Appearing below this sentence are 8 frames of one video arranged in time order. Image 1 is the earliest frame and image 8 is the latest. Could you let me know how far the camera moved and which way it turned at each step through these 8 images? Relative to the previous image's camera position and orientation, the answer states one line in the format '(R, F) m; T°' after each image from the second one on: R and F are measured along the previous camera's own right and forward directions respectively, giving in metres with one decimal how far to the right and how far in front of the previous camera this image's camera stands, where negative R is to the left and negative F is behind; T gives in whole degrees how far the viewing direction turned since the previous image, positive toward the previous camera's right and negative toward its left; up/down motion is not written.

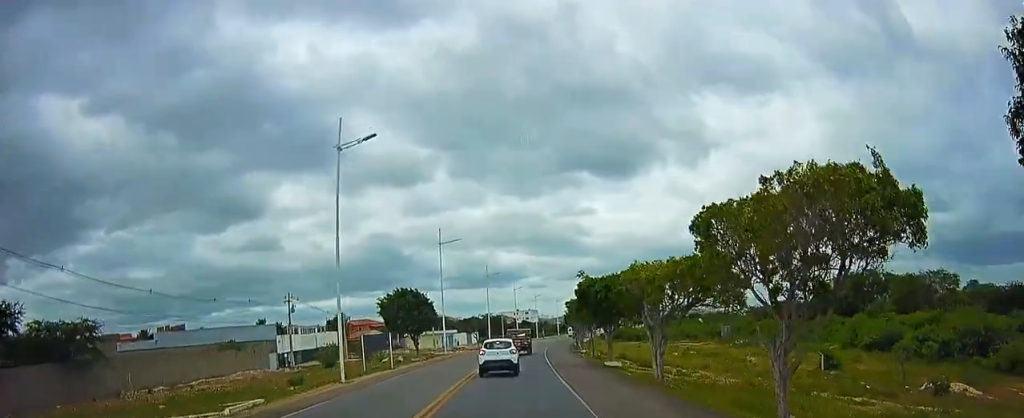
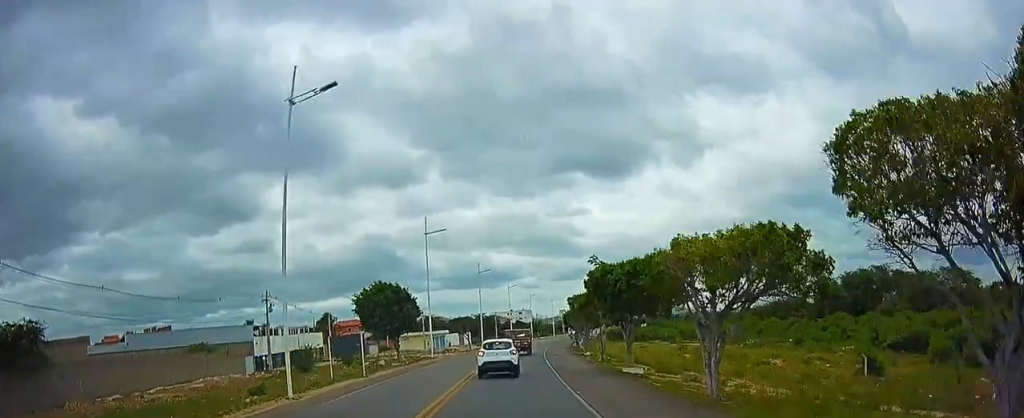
(0.0, +5.8) m; +1°
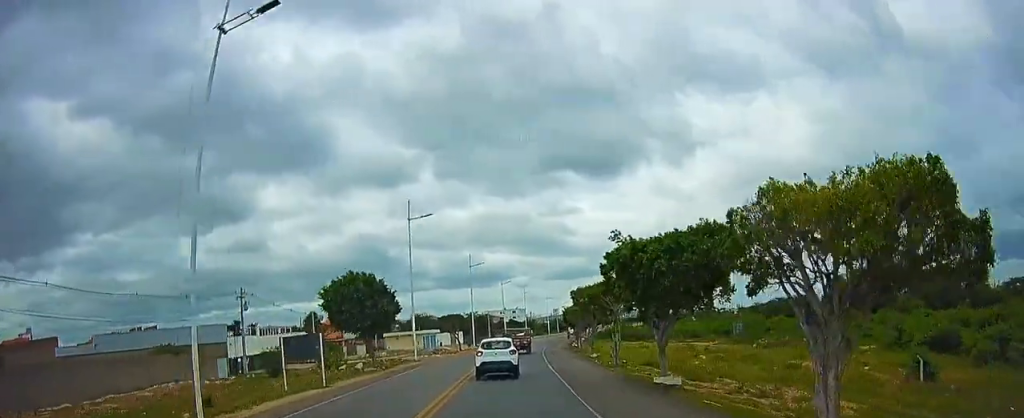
(+0.2, +5.9) m; 0°
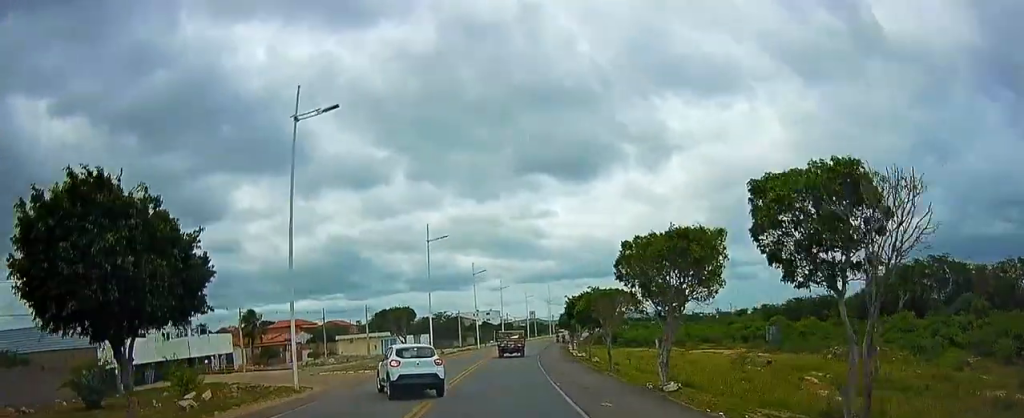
(+0.1, +21.4) m; +2°
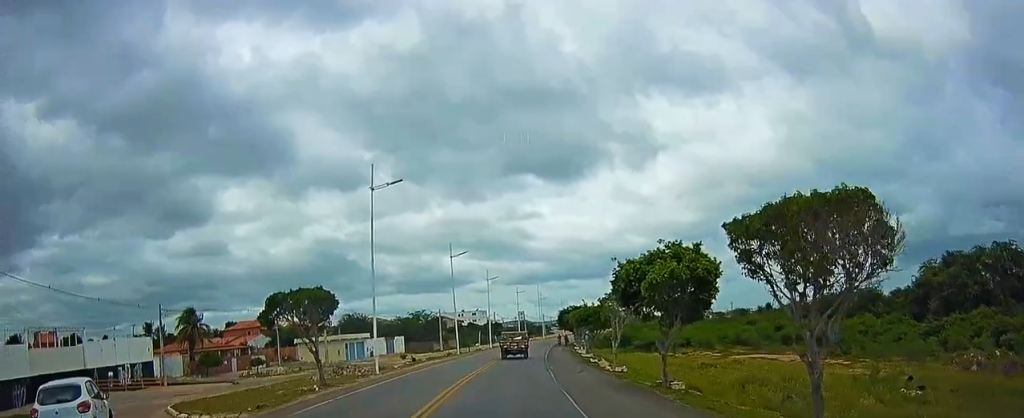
(+0.6, +18.9) m; +1°
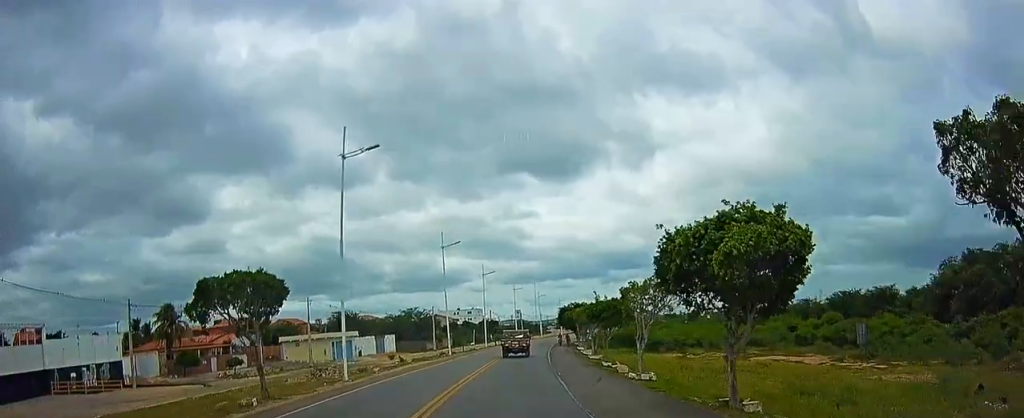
(0.0, +5.7) m; 0°
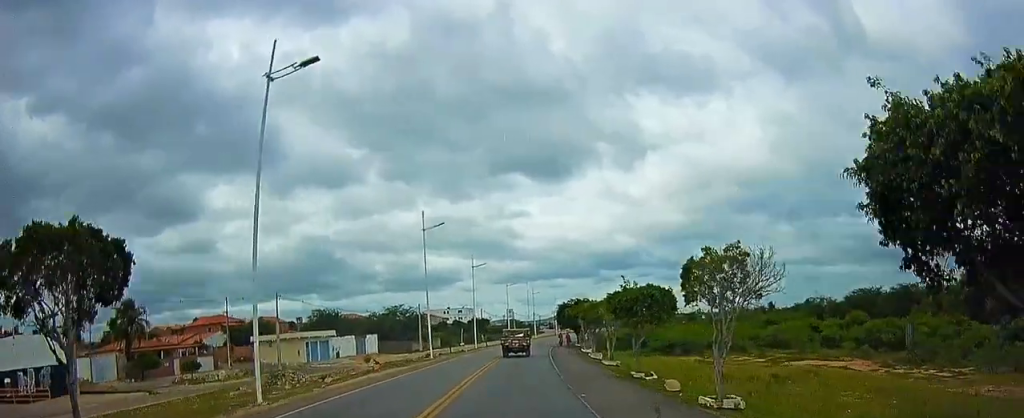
(0.0, +8.4) m; 0°
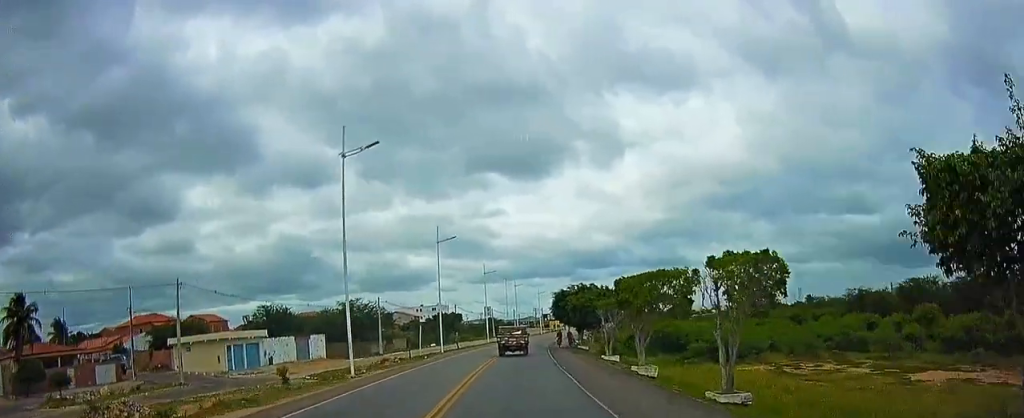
(+0.1, +19.3) m; +2°
